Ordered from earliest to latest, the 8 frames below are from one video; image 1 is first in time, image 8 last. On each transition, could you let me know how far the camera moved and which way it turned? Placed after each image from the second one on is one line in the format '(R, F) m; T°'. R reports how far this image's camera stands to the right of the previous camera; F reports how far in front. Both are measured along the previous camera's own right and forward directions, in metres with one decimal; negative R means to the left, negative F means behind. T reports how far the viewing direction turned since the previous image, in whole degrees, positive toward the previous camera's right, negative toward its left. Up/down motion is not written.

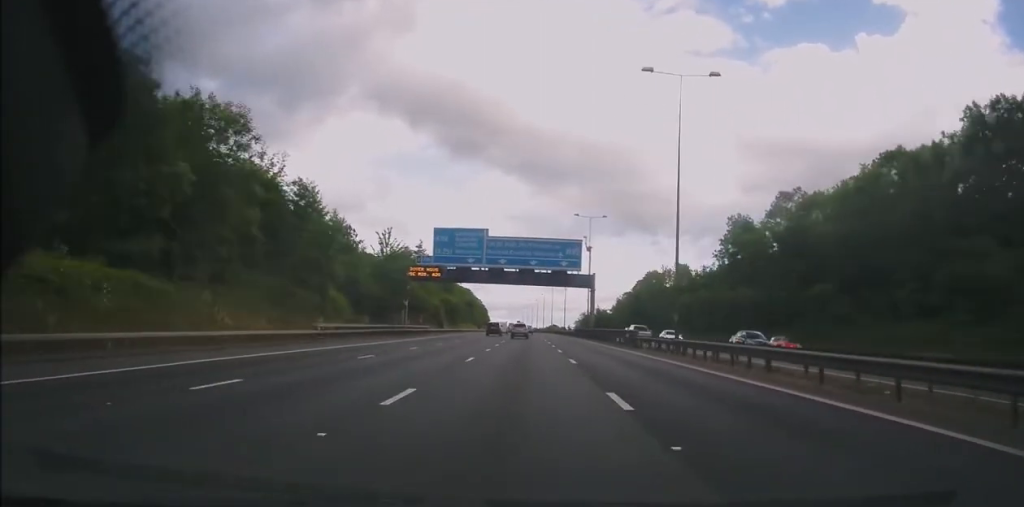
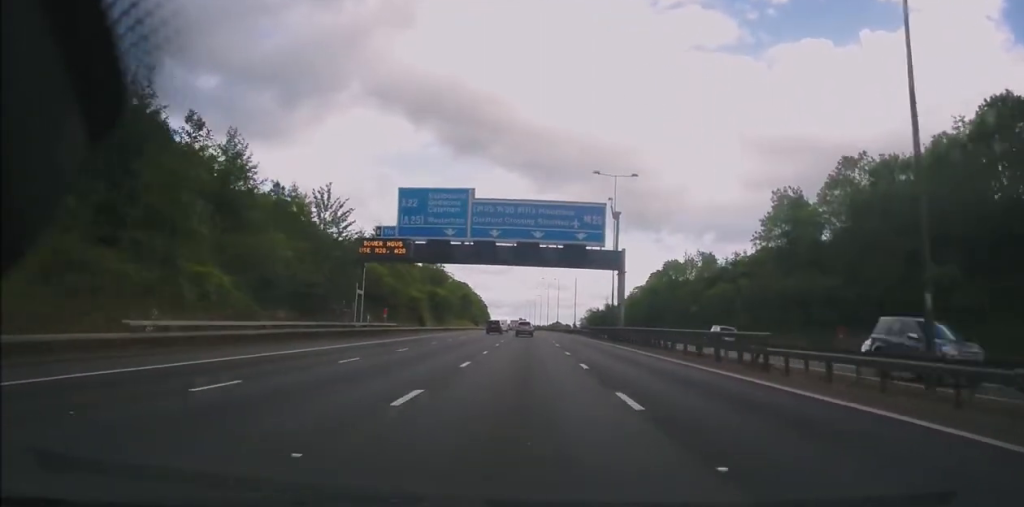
(0.0, +20.3) m; 0°
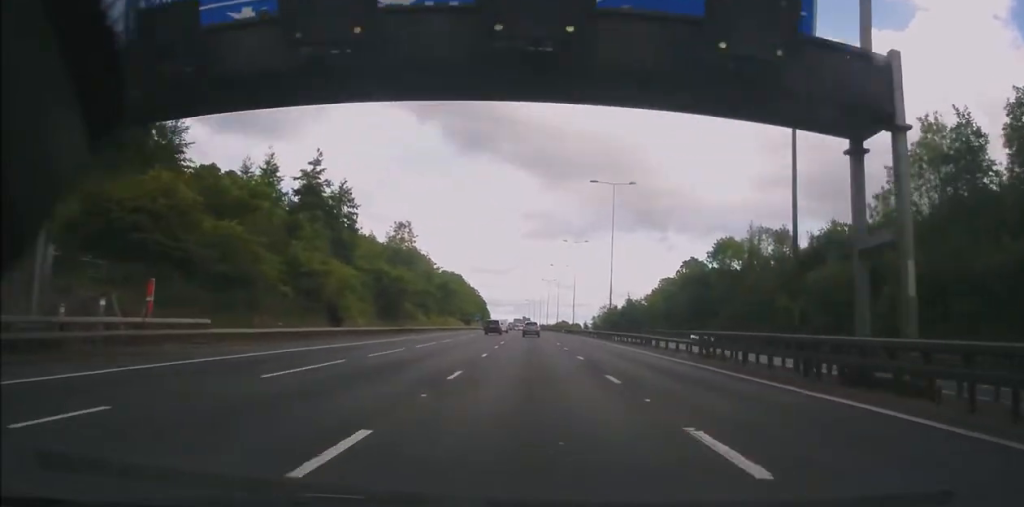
(0.0, +37.7) m; 0°
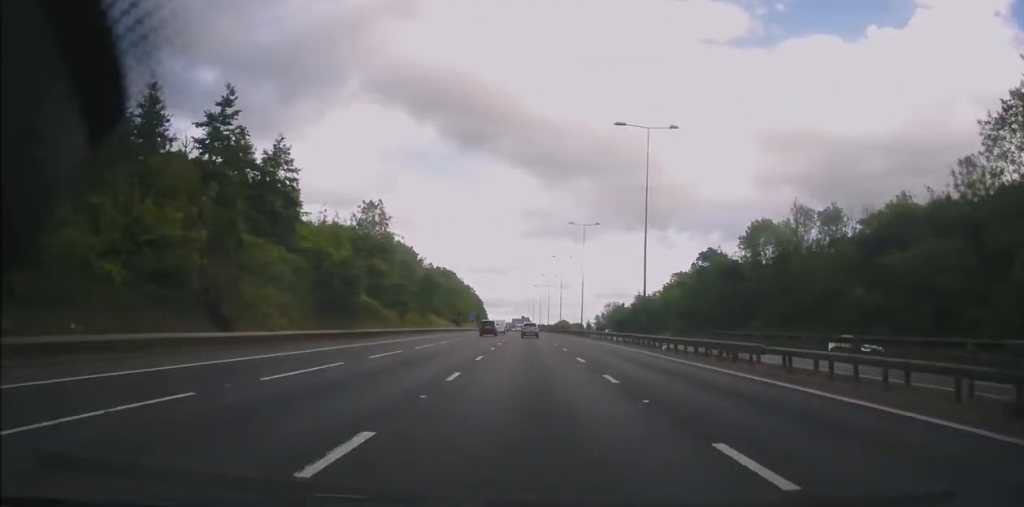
(0.0, +17.5) m; -1°
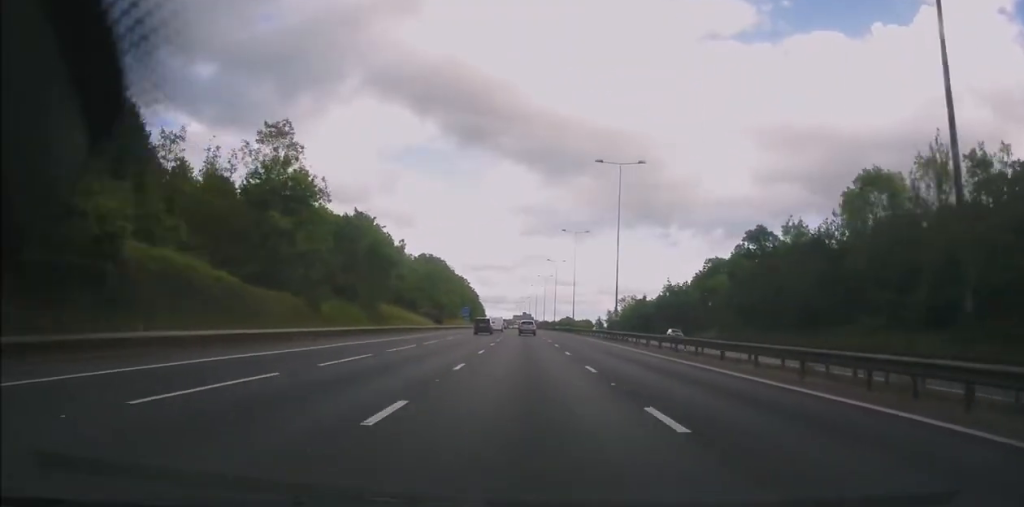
(-0.5, +31.1) m; 0°
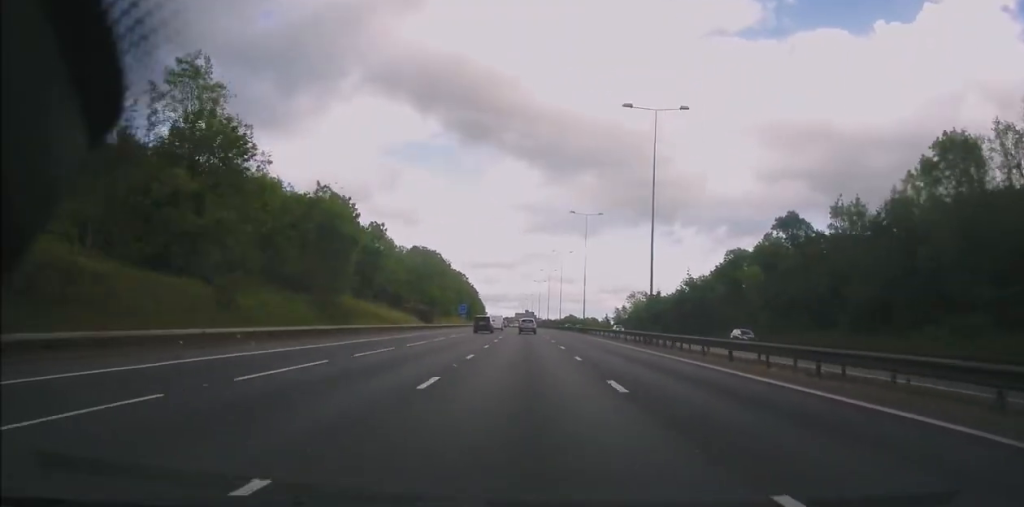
(+0.1, +13.6) m; 0°
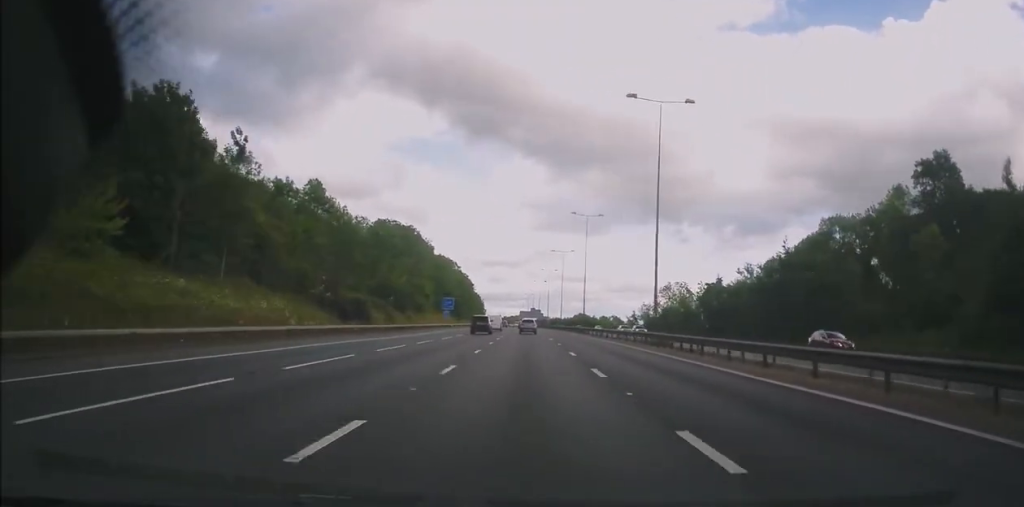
(-0.1, +40.9) m; -1°
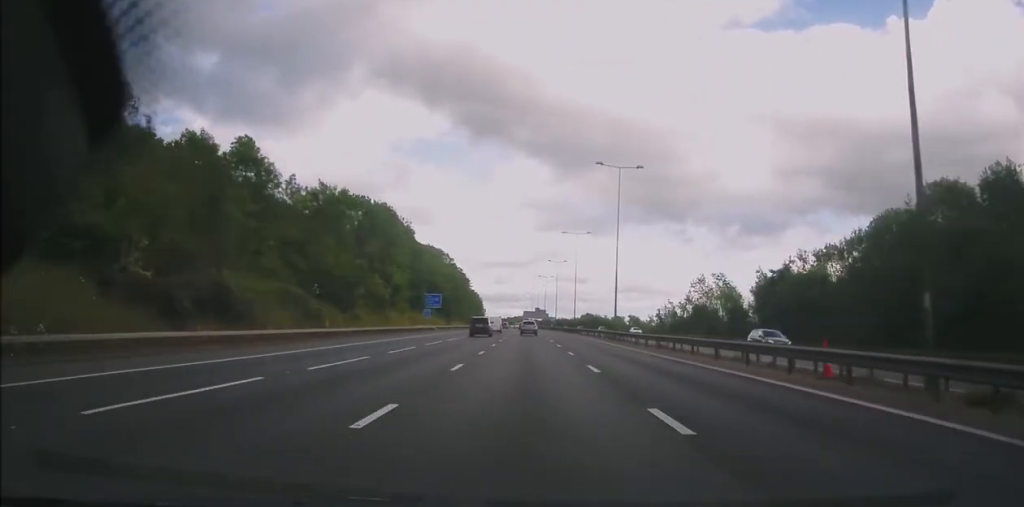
(-0.1, +25.3) m; 0°
